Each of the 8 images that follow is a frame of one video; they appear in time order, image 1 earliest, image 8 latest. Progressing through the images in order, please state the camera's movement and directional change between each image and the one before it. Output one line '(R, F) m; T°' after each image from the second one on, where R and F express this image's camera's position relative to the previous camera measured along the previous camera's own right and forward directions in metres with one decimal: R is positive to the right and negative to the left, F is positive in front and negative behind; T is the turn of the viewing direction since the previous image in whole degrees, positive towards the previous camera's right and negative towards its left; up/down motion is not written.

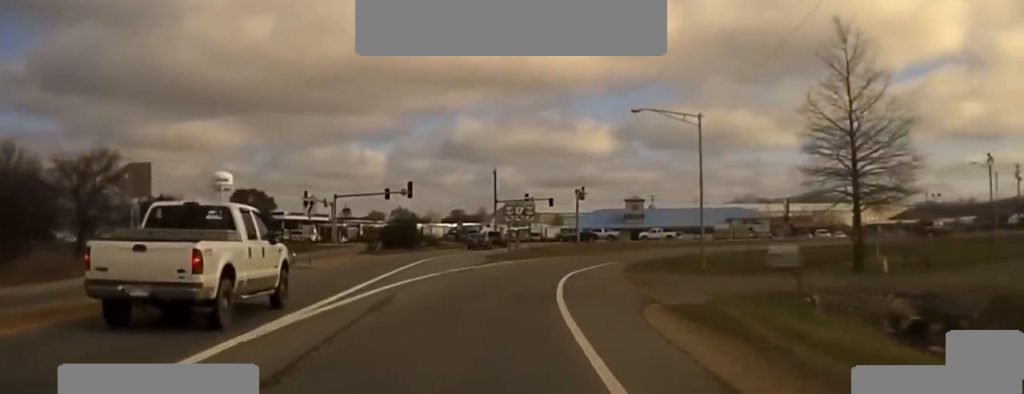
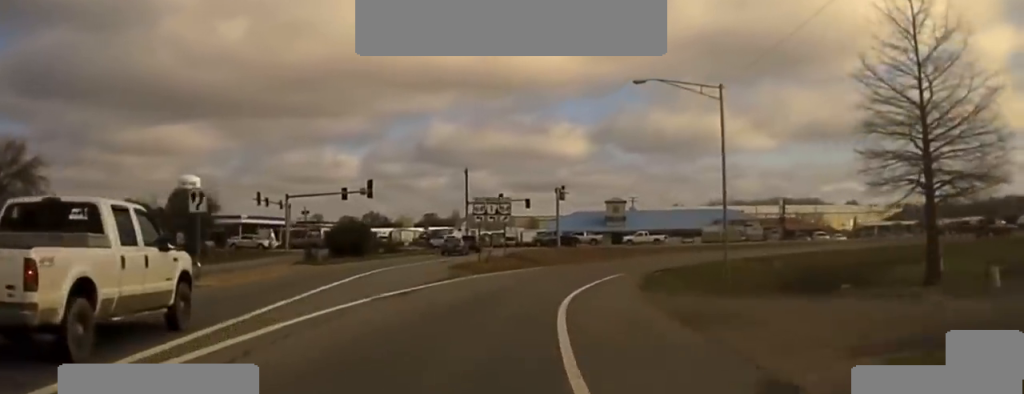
(+0.1, +12.4) m; +1°
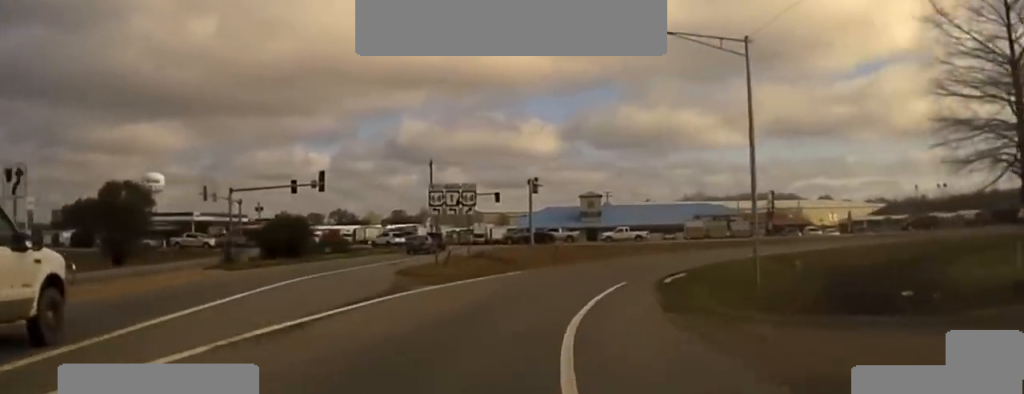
(0.0, +10.8) m; +1°
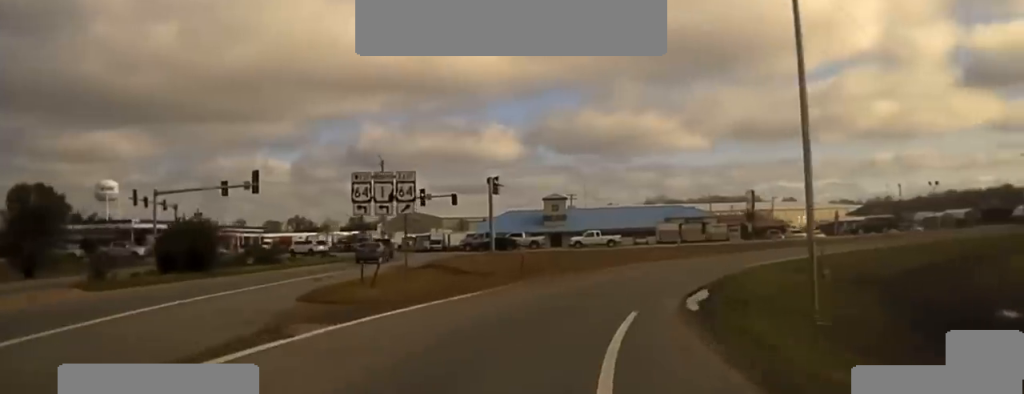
(+0.1, +10.6) m; +3°
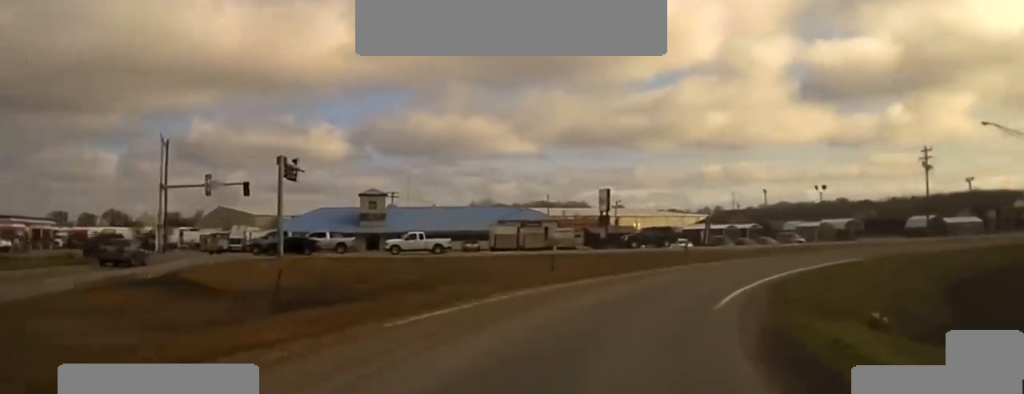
(+1.7, +19.2) m; +13°
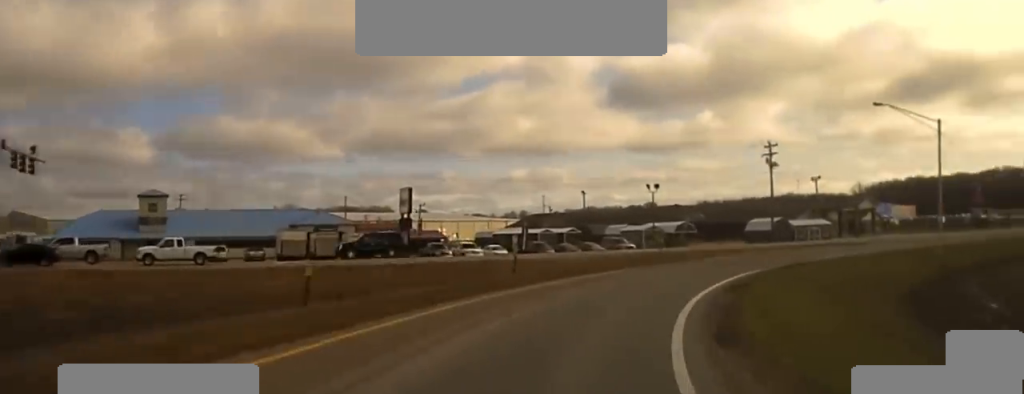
(+1.4, +12.2) m; +11°
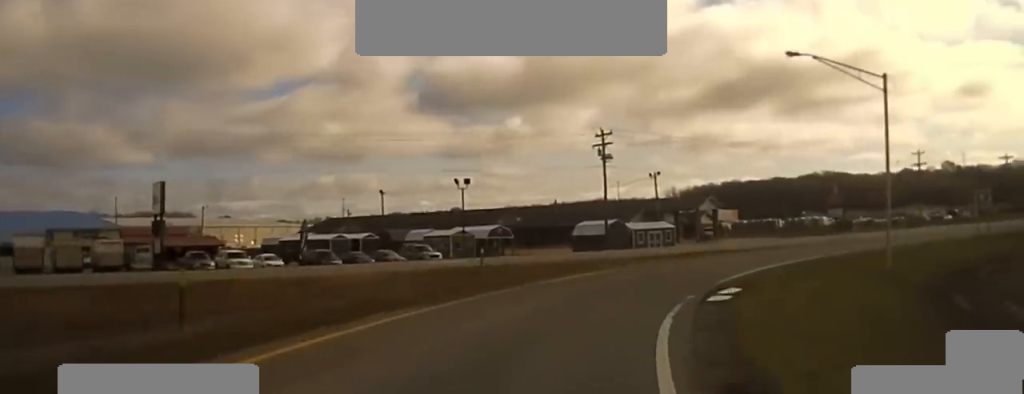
(+1.9, +16.0) m; +10°
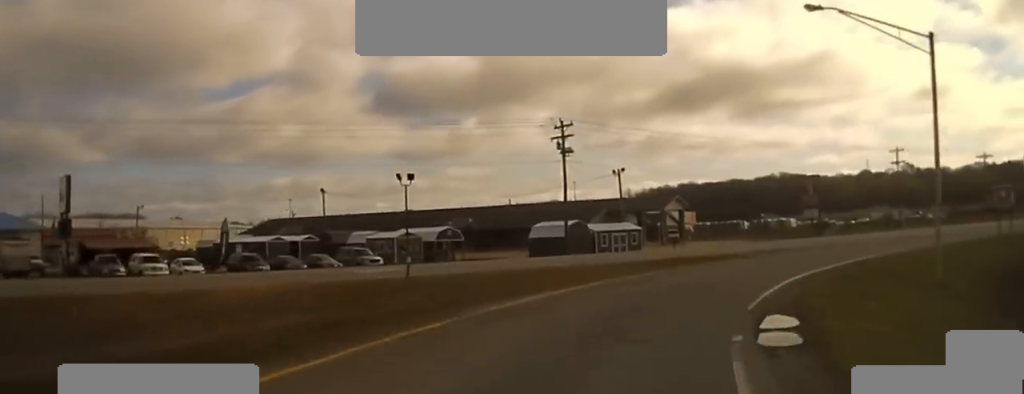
(+0.2, +6.9) m; +3°
